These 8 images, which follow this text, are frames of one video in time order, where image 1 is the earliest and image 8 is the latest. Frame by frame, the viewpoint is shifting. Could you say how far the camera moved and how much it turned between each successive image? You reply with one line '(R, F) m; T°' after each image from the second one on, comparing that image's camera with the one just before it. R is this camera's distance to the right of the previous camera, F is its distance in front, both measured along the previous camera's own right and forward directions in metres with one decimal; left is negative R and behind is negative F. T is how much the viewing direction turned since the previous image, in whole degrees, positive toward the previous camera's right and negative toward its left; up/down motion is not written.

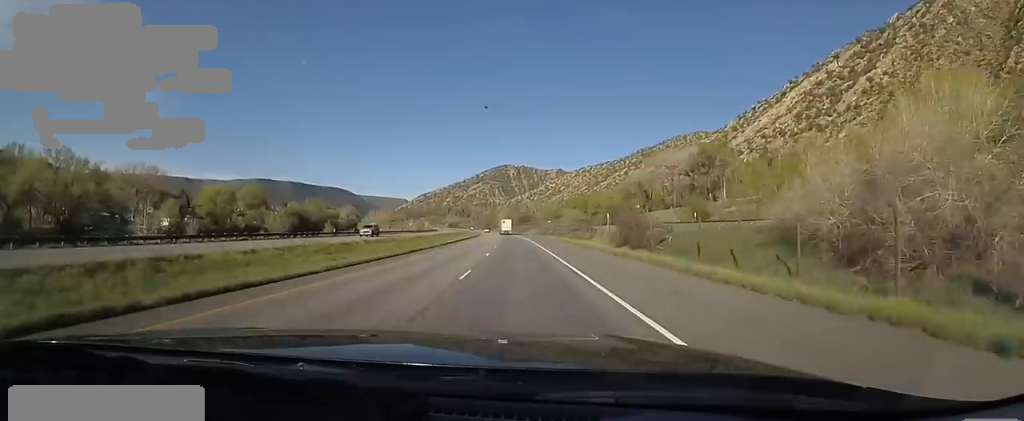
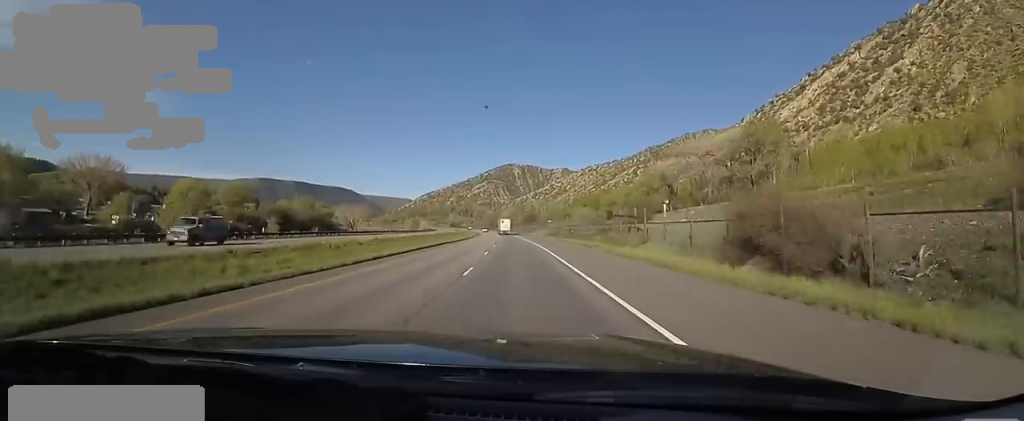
(+0.2, +22.9) m; -1°
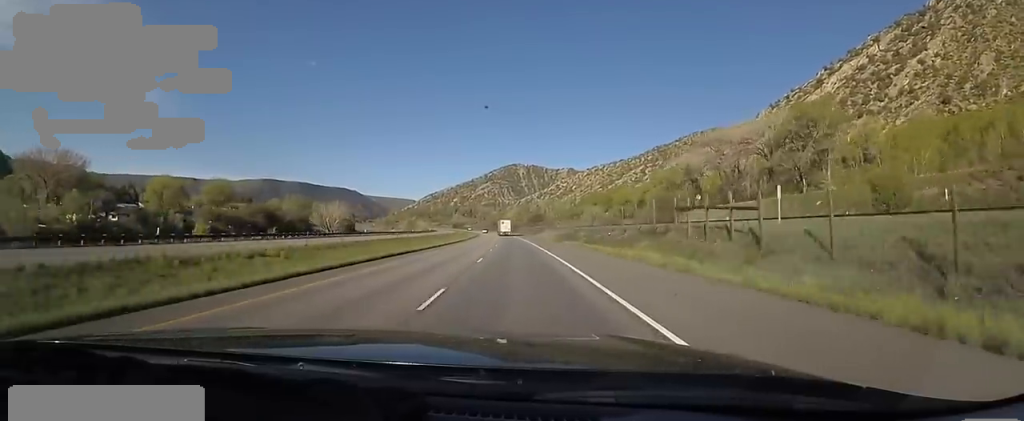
(-0.5, +17.5) m; 0°
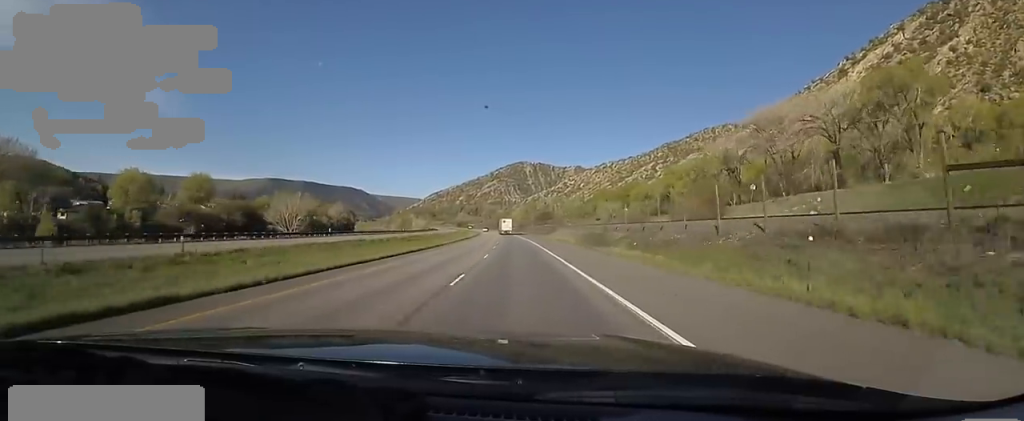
(-0.1, +20.6) m; 0°
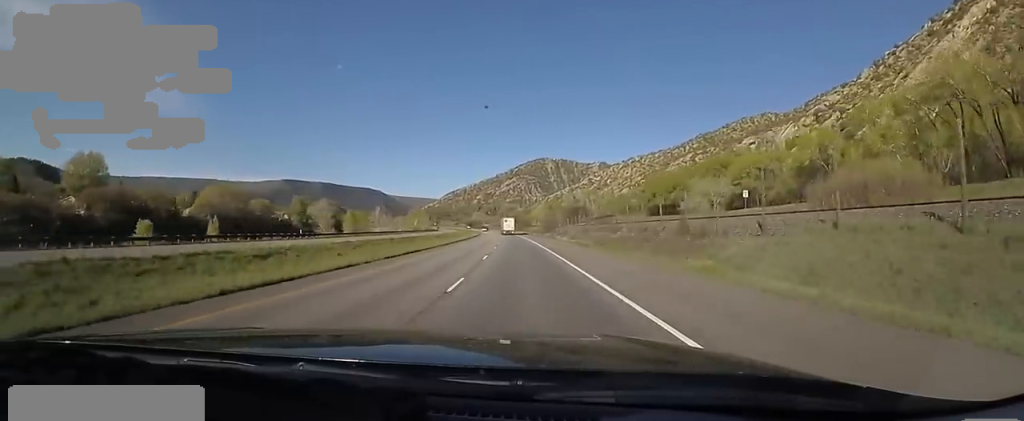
(-1.2, +72.4) m; -3°
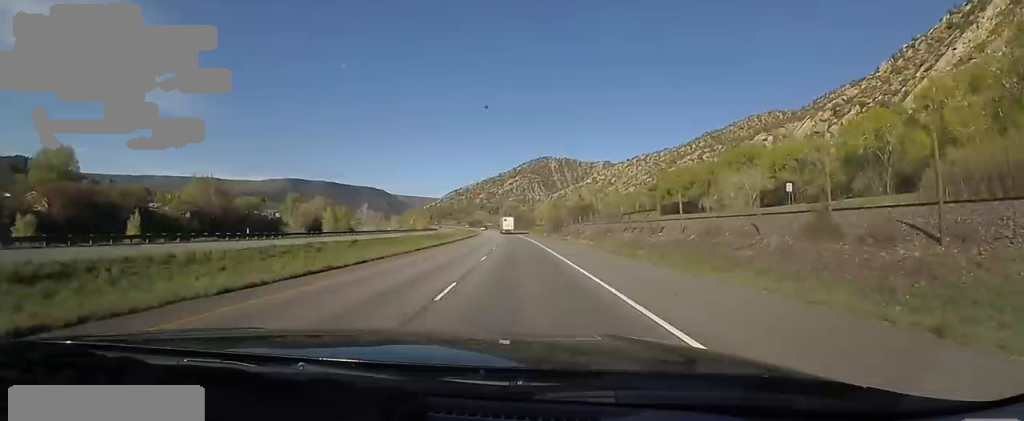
(-0.2, +13.5) m; 0°
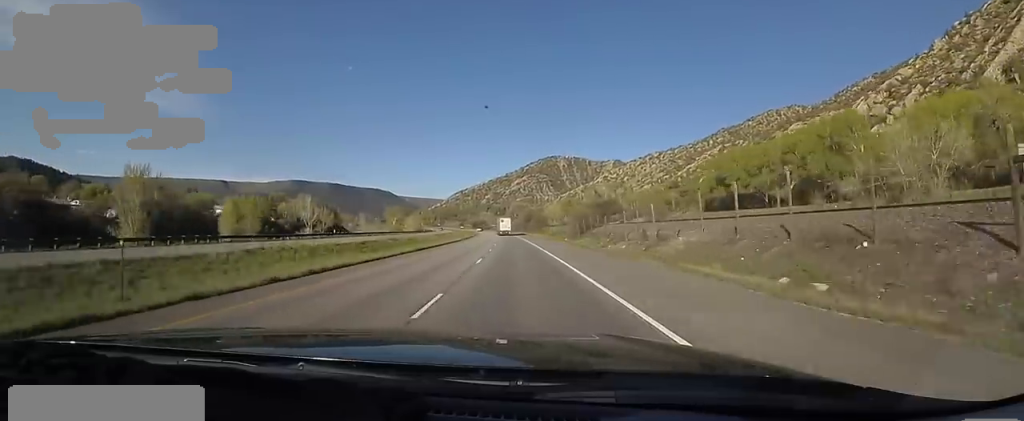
(+0.4, +37.3) m; -1°
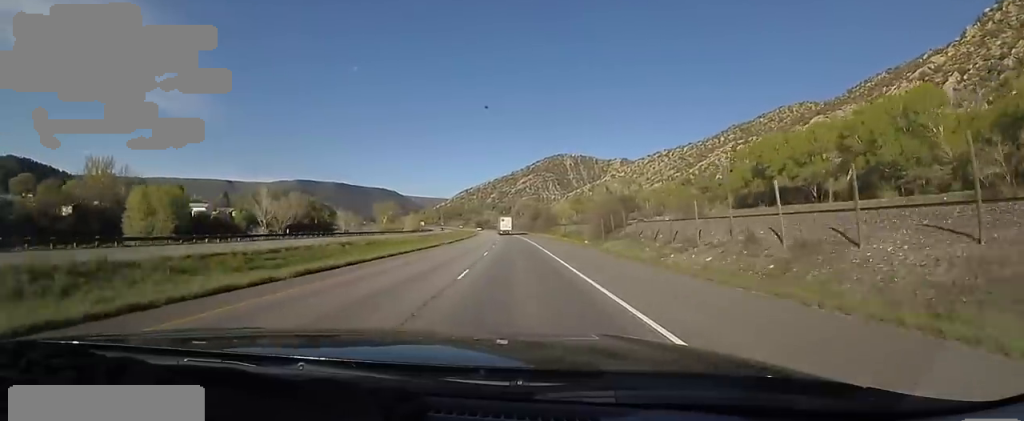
(-0.2, +17.8) m; -1°
